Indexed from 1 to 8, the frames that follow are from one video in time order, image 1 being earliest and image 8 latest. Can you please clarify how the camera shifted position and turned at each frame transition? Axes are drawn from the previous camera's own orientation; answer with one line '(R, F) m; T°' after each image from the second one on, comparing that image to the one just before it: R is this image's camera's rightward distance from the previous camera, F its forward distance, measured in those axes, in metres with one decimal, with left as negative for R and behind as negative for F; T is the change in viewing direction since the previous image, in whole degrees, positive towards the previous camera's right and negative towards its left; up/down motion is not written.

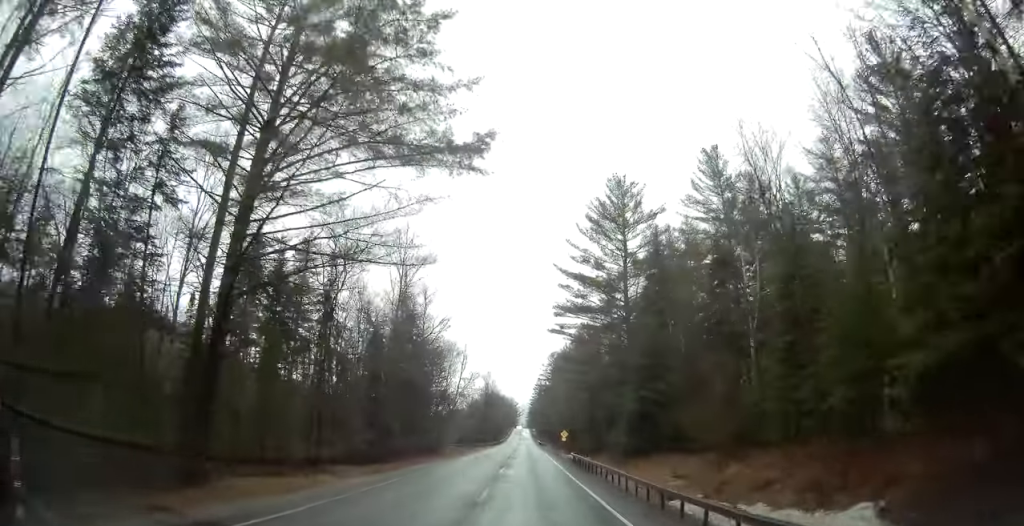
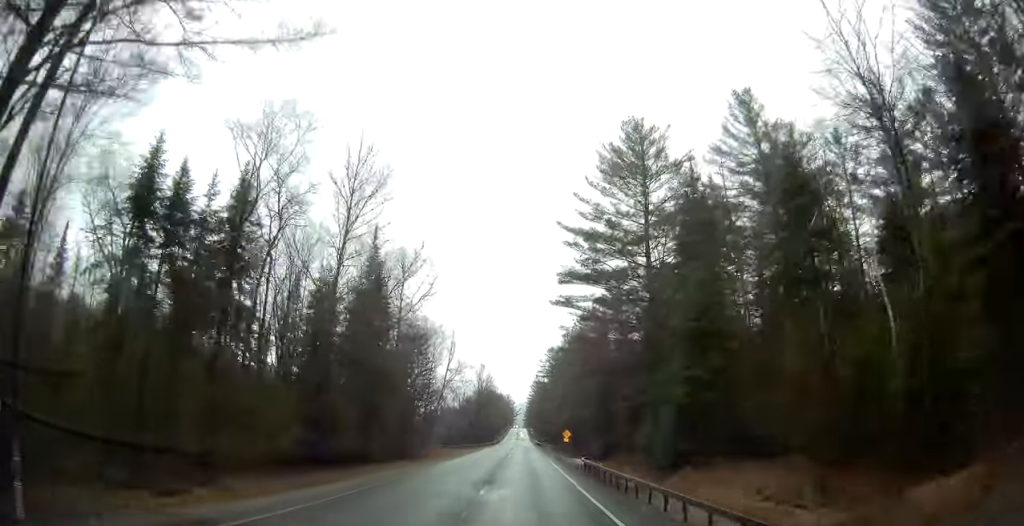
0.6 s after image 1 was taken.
(-0.3, +11.4) m; 0°
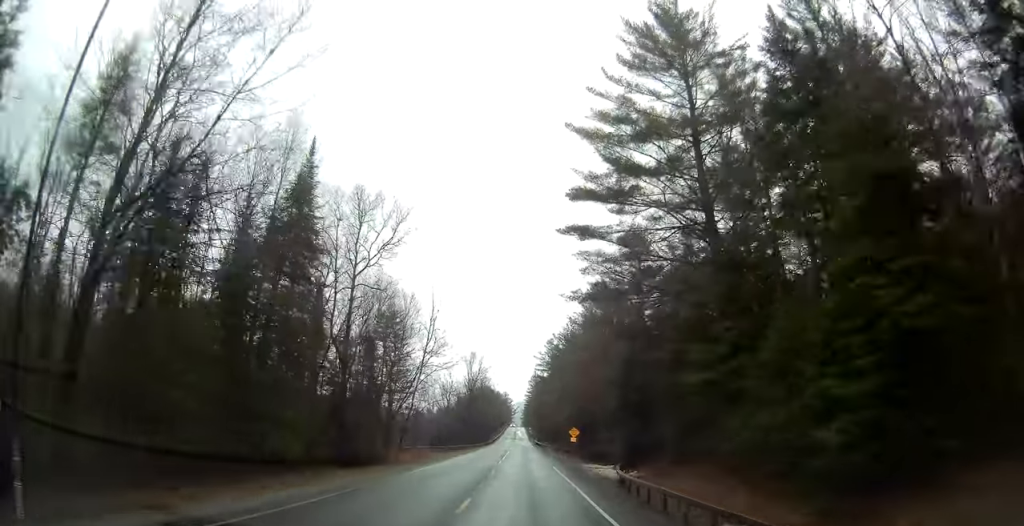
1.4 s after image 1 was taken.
(+0.2, +14.8) m; +2°
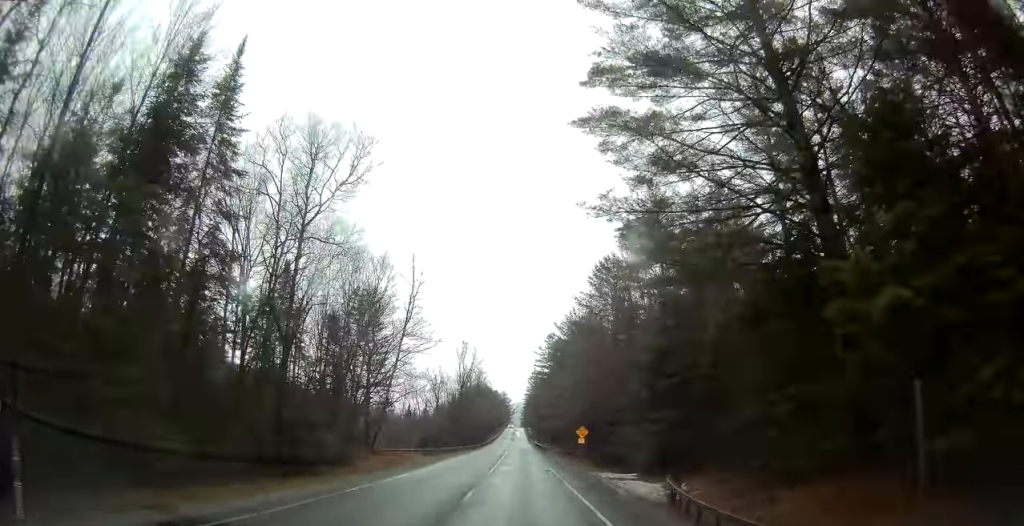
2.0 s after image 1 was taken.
(+0.1, +10.4) m; +1°
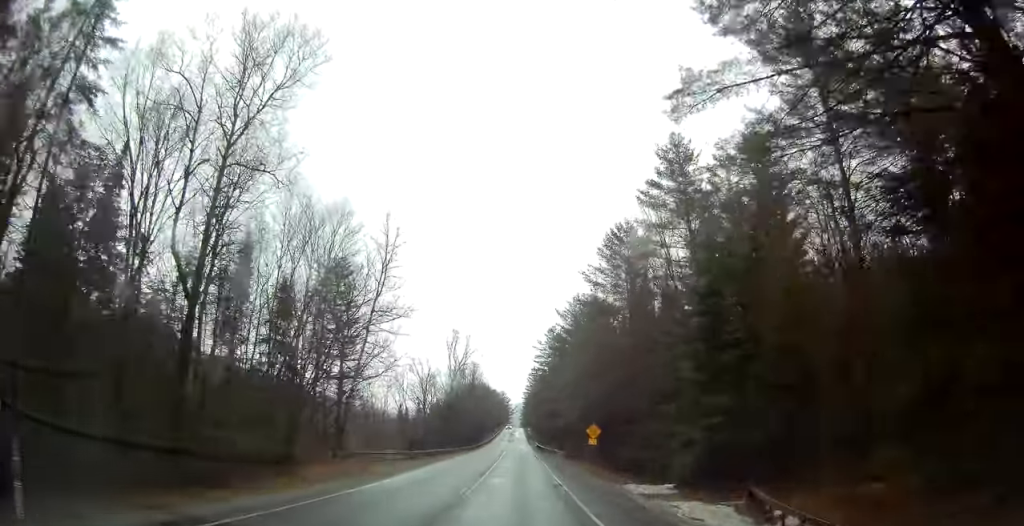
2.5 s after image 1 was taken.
(+0.1, +9.7) m; 0°
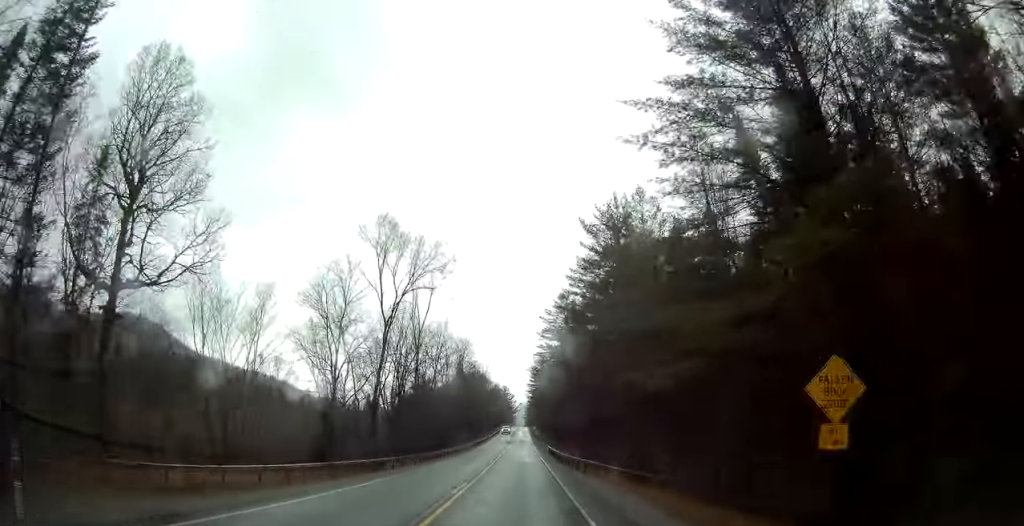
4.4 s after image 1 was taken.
(-0.2, +35.6) m; -1°
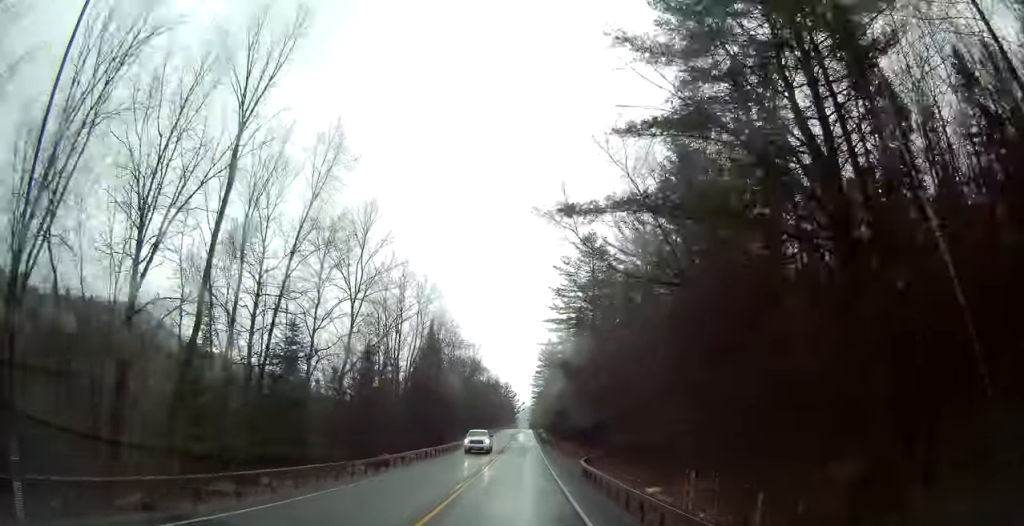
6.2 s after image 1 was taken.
(-0.6, +36.0) m; -1°
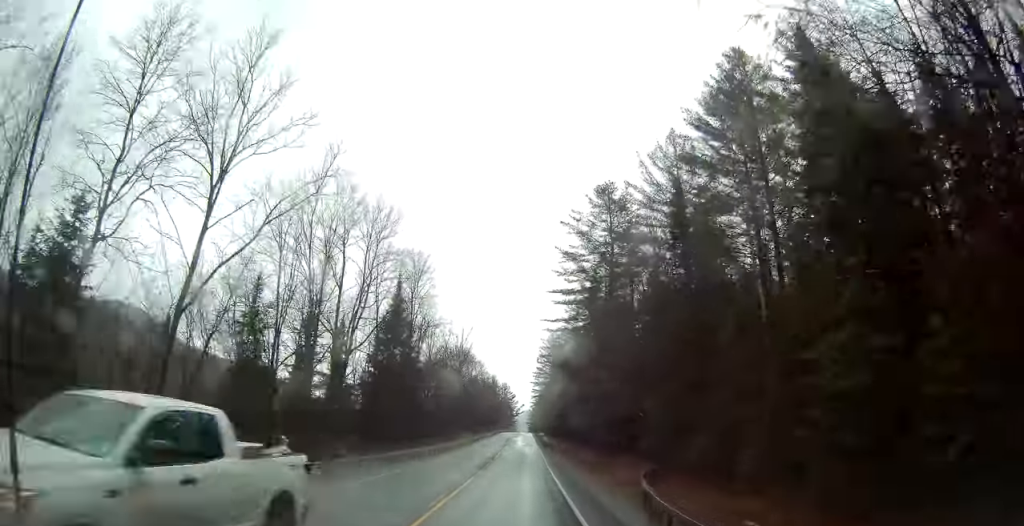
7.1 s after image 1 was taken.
(-0.1, +18.0) m; 0°
